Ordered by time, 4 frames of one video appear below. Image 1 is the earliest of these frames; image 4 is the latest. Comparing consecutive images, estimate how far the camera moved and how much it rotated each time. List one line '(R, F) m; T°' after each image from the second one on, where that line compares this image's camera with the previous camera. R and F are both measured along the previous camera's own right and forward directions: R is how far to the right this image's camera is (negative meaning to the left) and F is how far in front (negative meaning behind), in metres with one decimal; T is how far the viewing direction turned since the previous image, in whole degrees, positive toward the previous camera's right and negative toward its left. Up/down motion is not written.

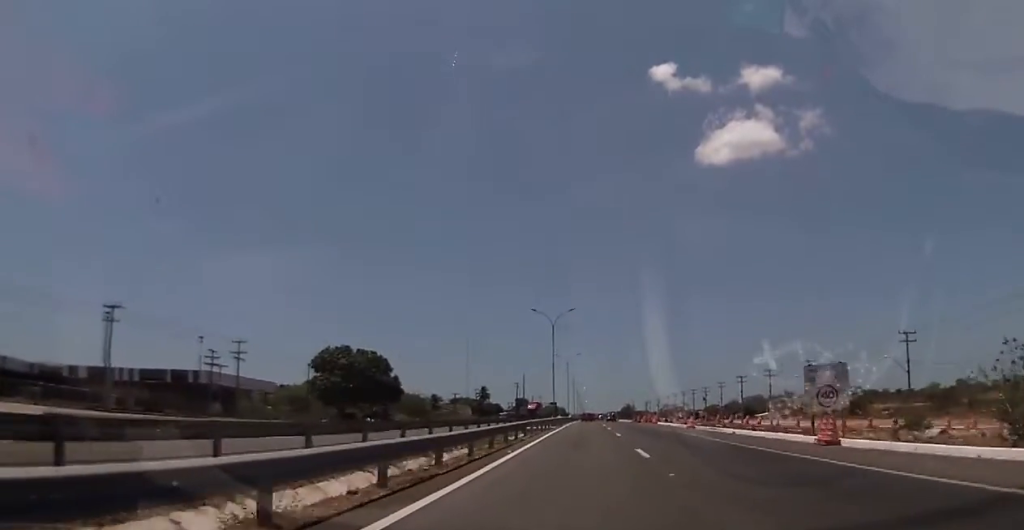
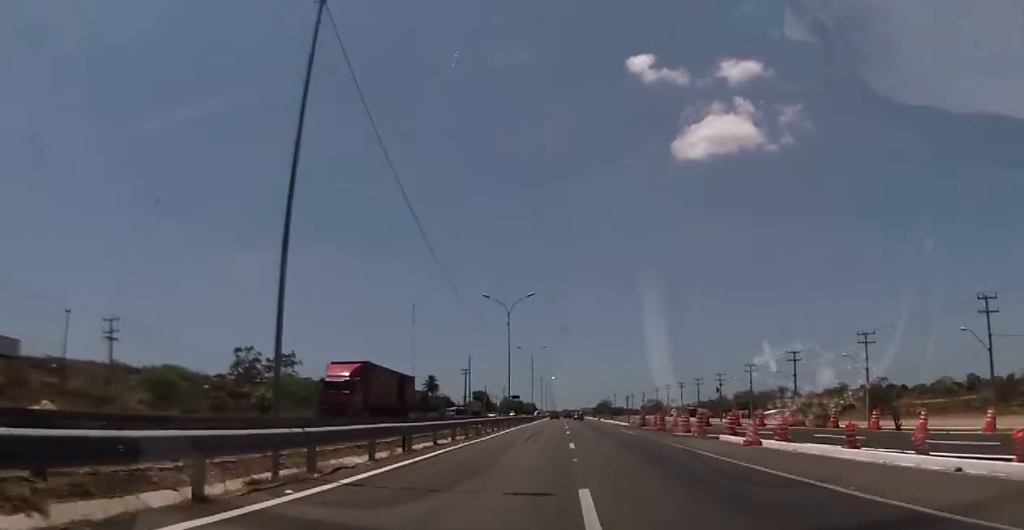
(+0.9, +58.6) m; +2°
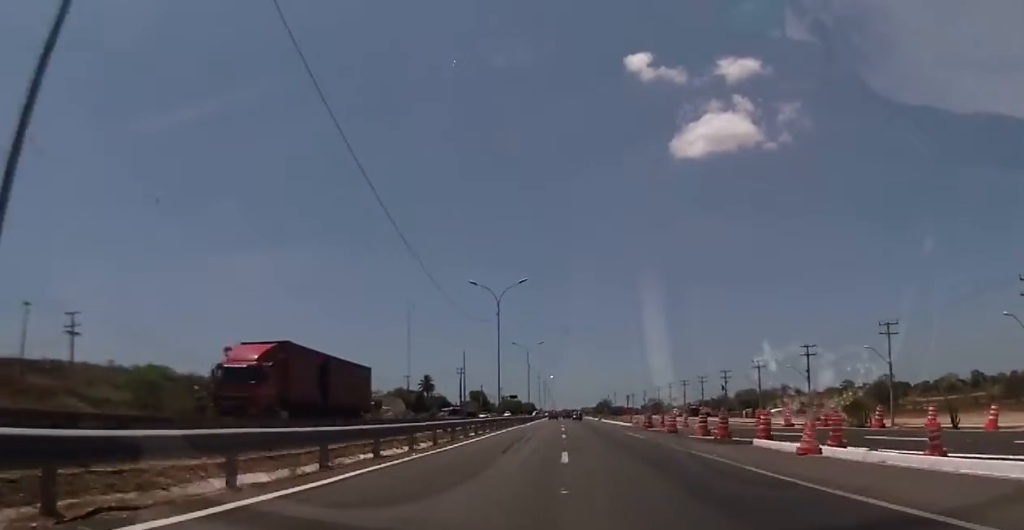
(0.0, +6.5) m; 0°
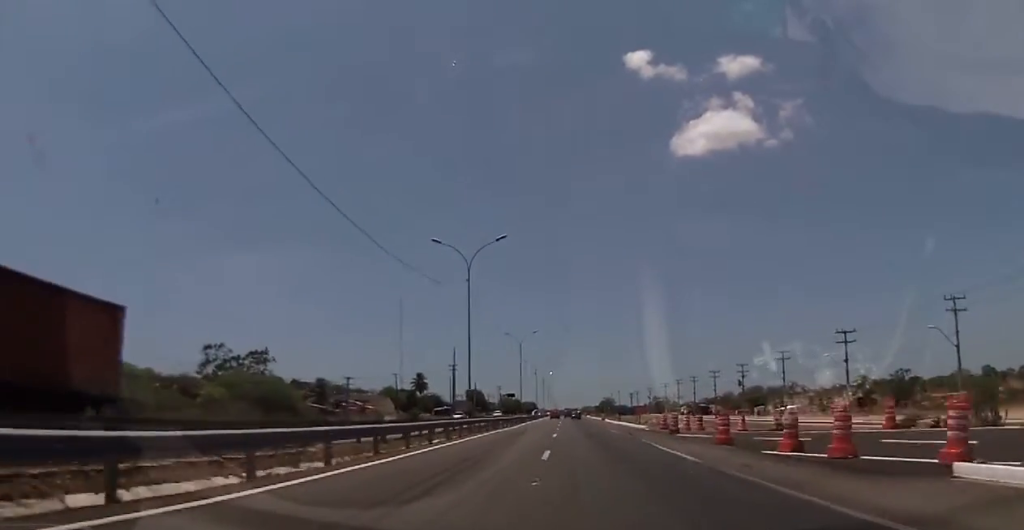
(-0.4, +14.1) m; 0°
